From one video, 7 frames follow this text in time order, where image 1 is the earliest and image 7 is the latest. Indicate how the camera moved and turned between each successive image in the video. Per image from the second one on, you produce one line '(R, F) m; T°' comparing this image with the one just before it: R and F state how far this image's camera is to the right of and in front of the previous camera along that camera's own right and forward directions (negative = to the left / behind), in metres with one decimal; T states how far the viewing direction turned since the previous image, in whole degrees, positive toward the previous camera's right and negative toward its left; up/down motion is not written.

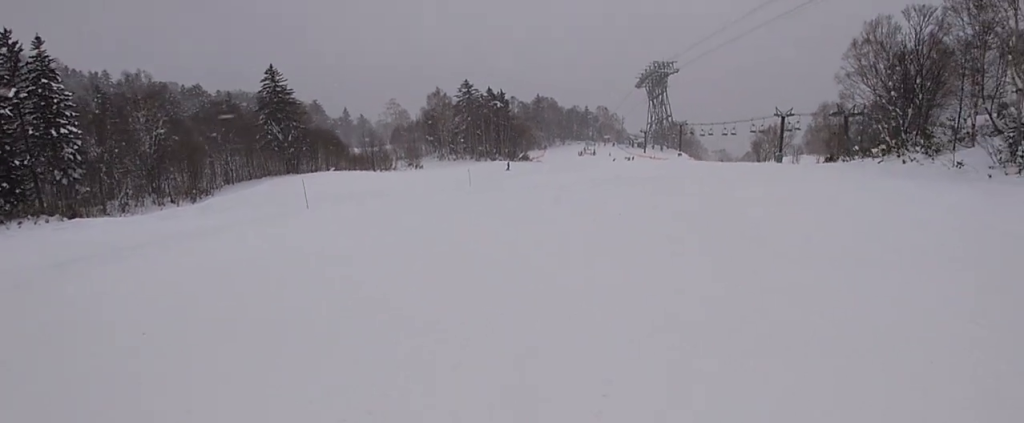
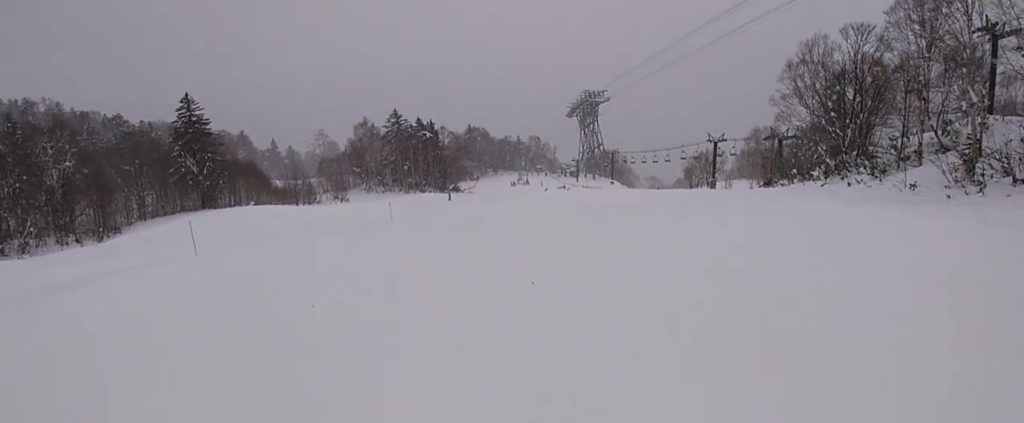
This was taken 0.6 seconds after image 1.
(-0.2, +3.9) m; 0°
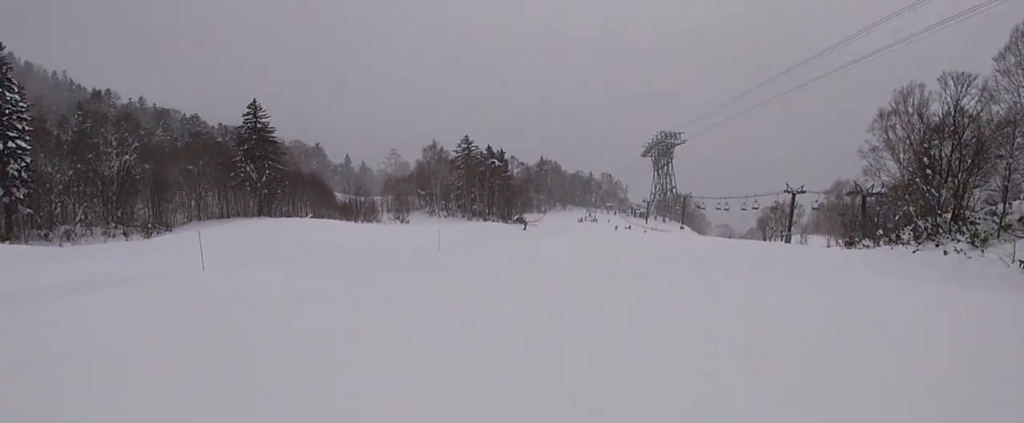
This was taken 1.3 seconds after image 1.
(0.0, +4.4) m; -4°
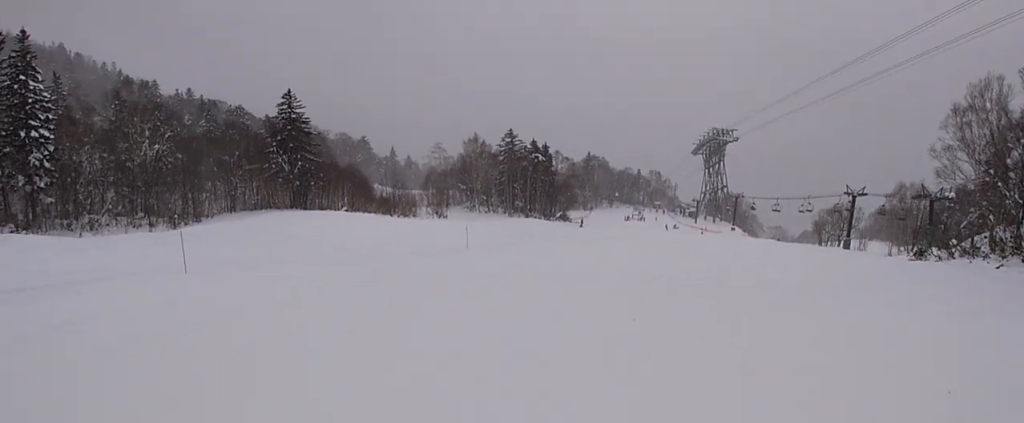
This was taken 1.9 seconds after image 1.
(+0.5, +4.4) m; -7°
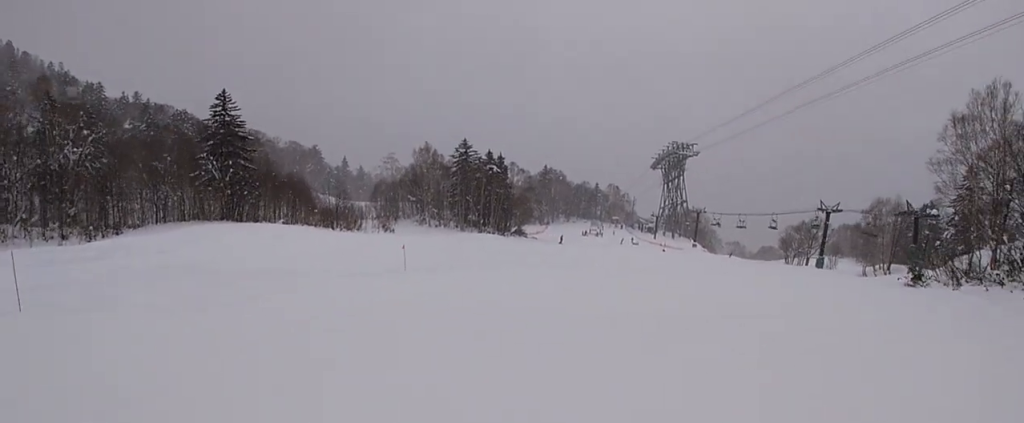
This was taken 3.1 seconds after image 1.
(-1.4, +7.3) m; -1°
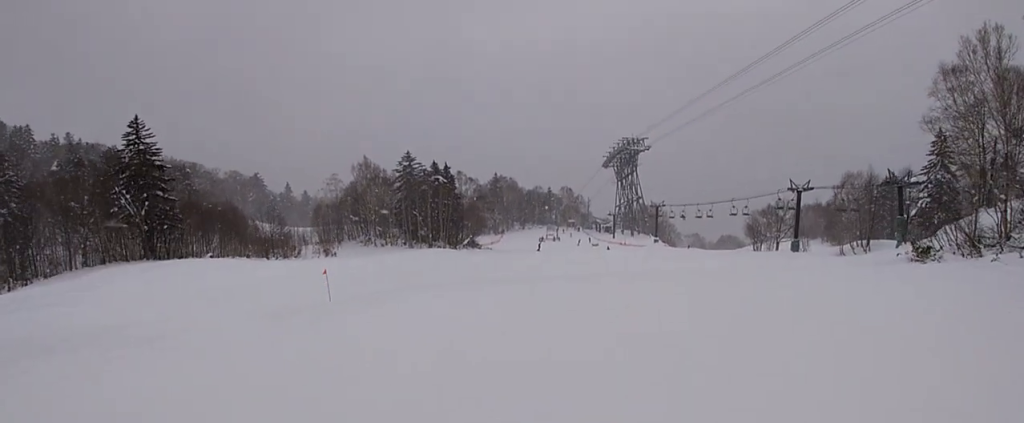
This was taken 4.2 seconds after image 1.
(+1.2, +7.3) m; +7°
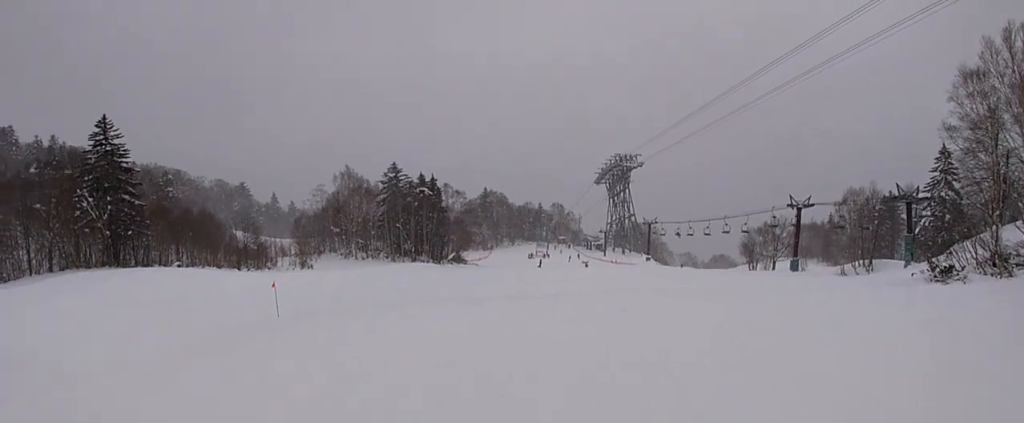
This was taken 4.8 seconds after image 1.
(+0.2, +4.2) m; -7°
